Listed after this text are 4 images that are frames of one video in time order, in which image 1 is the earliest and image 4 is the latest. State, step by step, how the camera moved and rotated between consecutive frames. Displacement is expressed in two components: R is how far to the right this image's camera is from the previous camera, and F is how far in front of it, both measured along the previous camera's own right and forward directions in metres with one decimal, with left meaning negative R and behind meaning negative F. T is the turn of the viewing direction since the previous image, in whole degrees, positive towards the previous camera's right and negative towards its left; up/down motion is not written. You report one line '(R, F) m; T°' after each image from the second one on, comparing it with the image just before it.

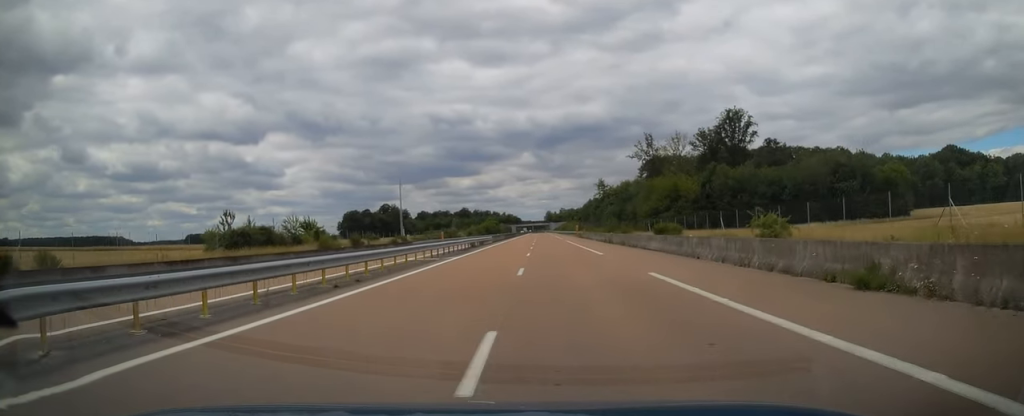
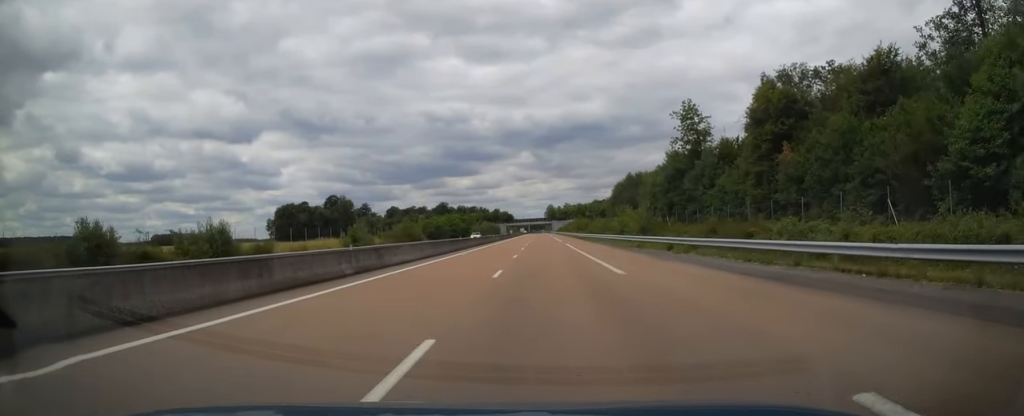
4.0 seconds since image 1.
(+0.1, +116.6) m; 0°
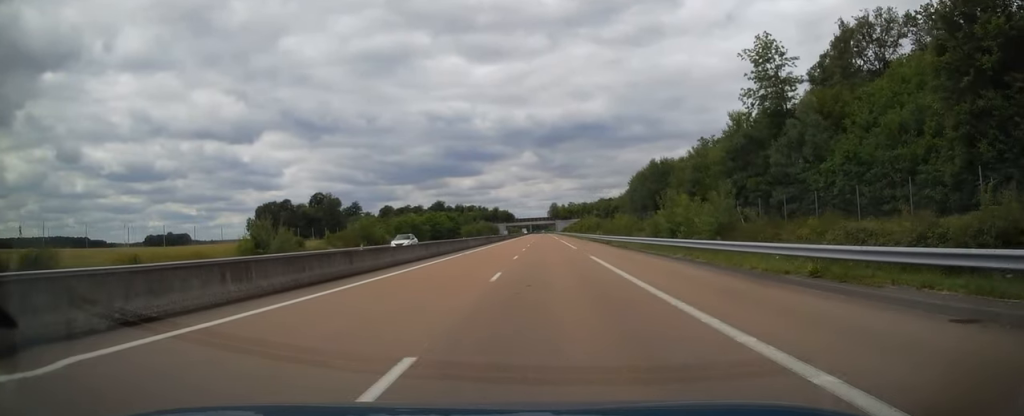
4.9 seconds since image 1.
(+0.5, +26.8) m; +1°
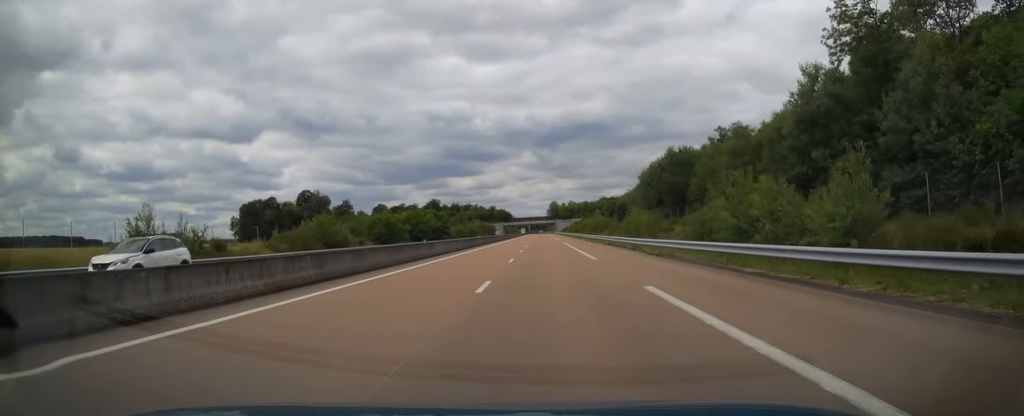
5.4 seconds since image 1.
(0.0, +16.1) m; 0°
